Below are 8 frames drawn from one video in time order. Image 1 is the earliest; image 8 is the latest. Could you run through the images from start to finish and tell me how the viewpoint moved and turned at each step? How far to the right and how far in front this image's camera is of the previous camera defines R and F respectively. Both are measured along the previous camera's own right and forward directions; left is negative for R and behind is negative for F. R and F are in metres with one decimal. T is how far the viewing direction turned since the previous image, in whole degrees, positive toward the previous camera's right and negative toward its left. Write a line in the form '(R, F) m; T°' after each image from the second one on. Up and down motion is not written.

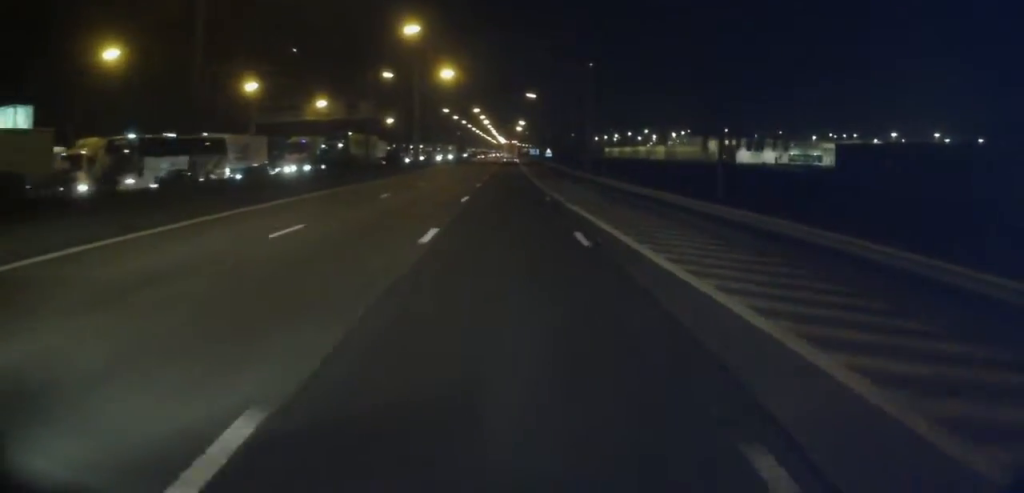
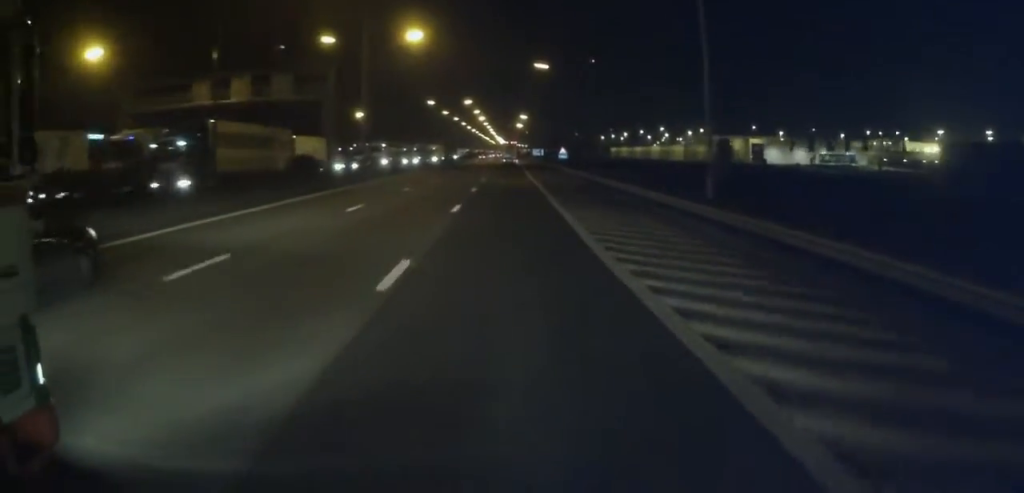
(-0.1, +30.0) m; 0°
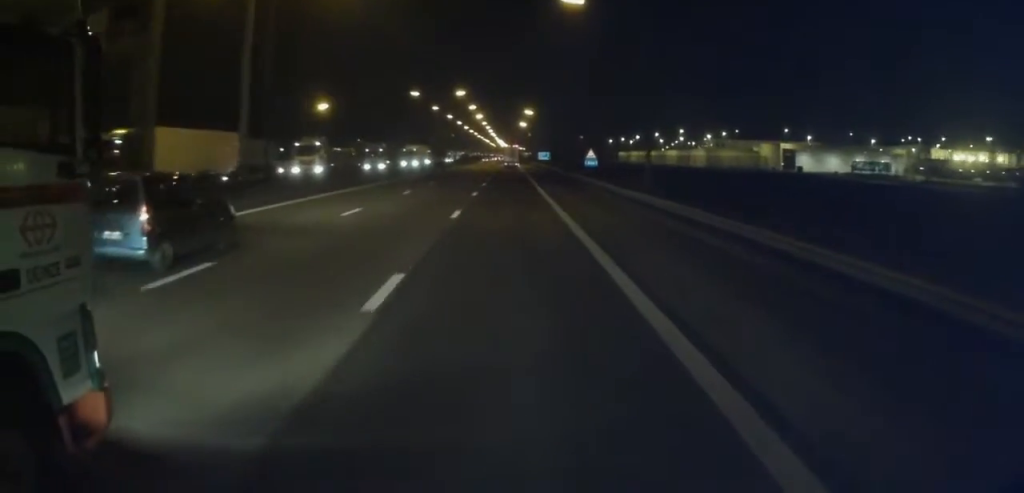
(0.0, +26.0) m; +2°
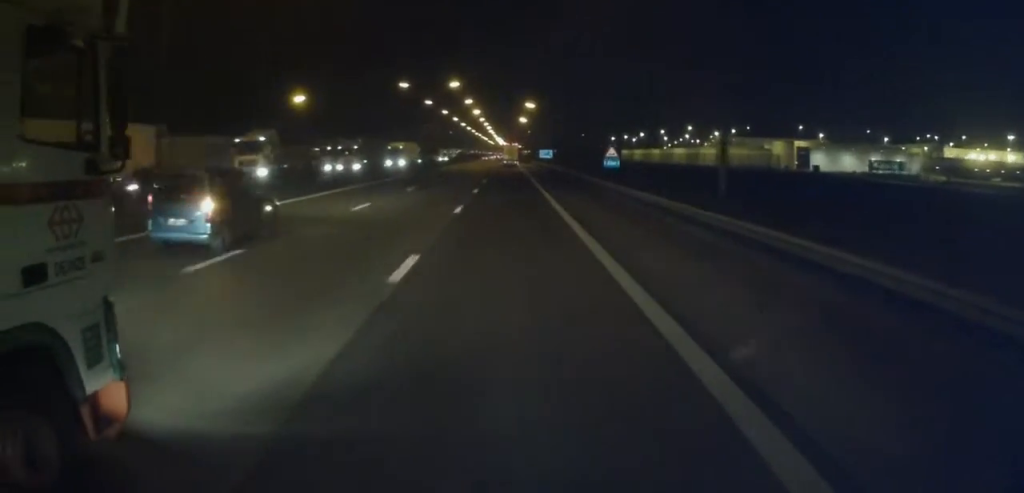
(+0.3, +11.0) m; 0°
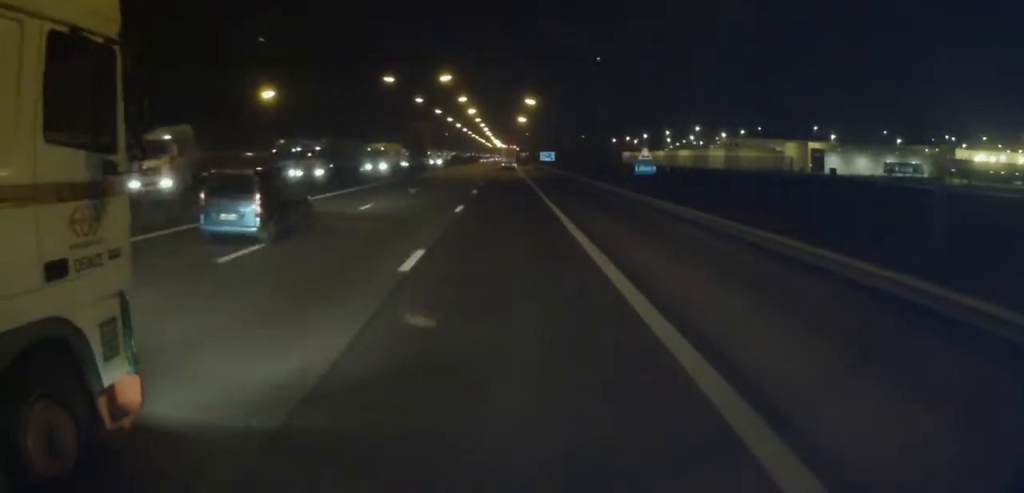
(+0.2, +11.0) m; 0°
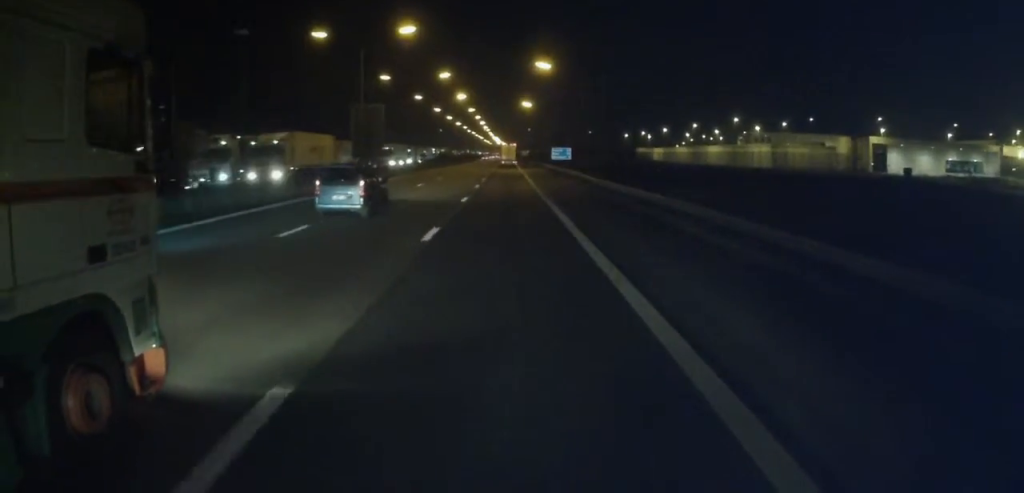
(-0.7, +34.0) m; -1°
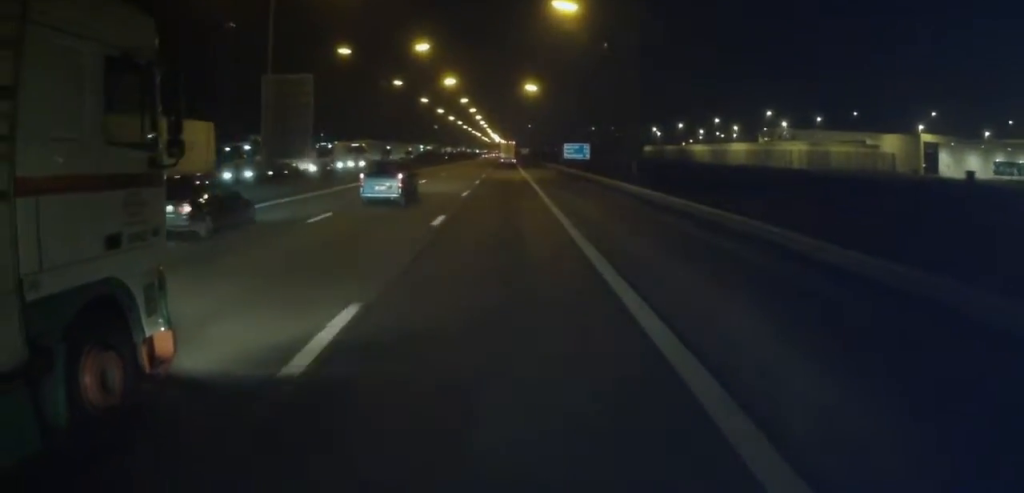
(0.0, +22.1) m; 0°
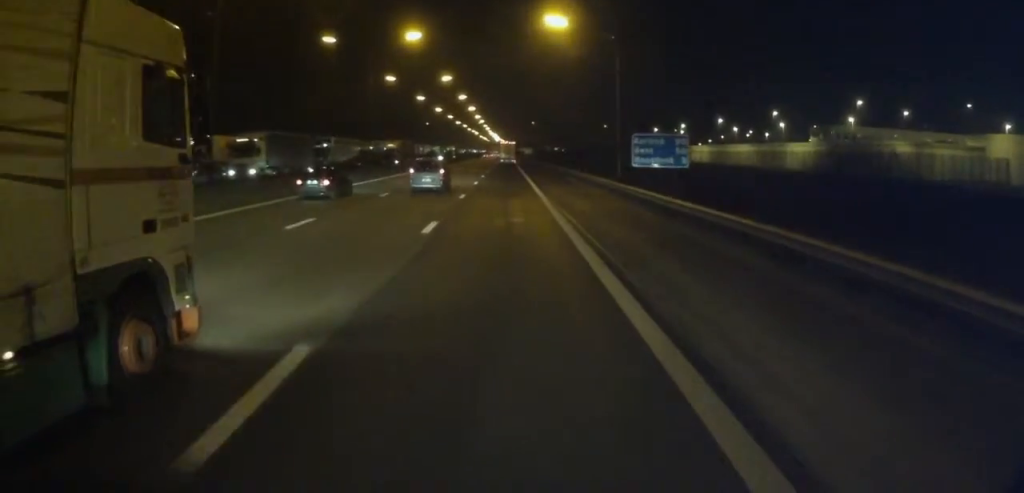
(+0.2, +39.5) m; 0°
